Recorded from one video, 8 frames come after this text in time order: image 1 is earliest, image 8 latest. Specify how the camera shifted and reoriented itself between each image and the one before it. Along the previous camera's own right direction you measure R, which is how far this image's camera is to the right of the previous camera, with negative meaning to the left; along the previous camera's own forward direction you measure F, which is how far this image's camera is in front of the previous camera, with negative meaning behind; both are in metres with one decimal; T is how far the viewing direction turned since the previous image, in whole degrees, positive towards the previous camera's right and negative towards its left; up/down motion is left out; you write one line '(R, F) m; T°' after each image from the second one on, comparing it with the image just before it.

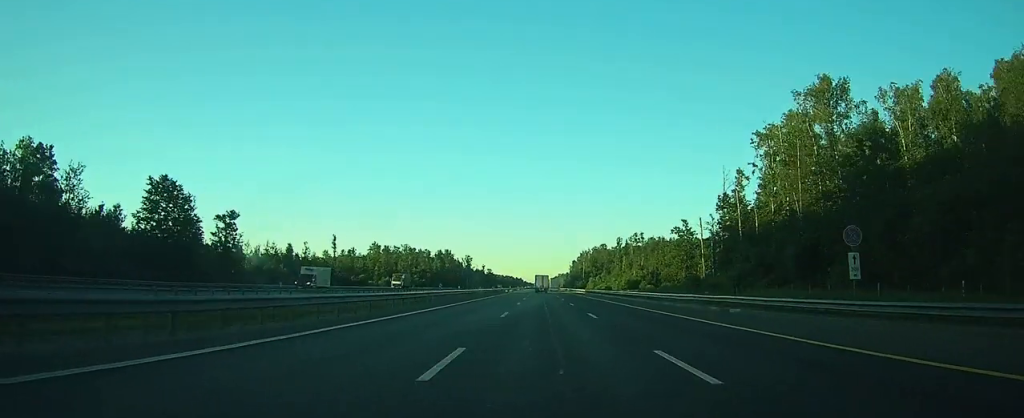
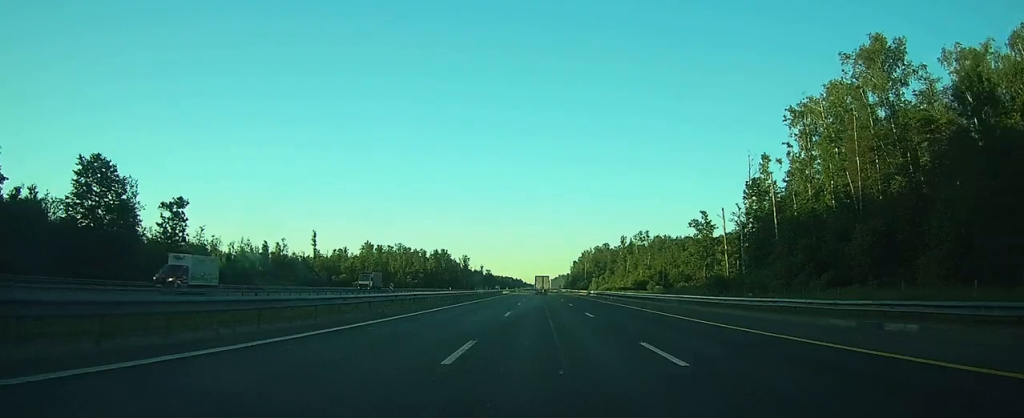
(0.0, +14.2) m; 0°
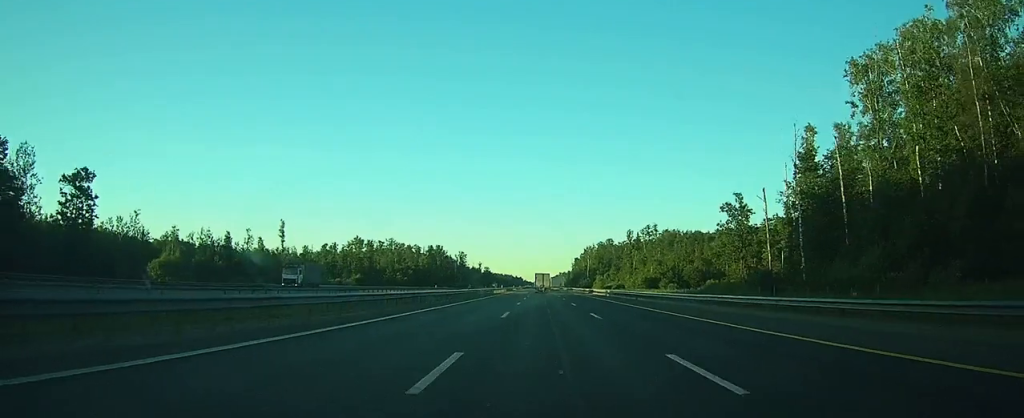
(0.0, +18.5) m; 0°
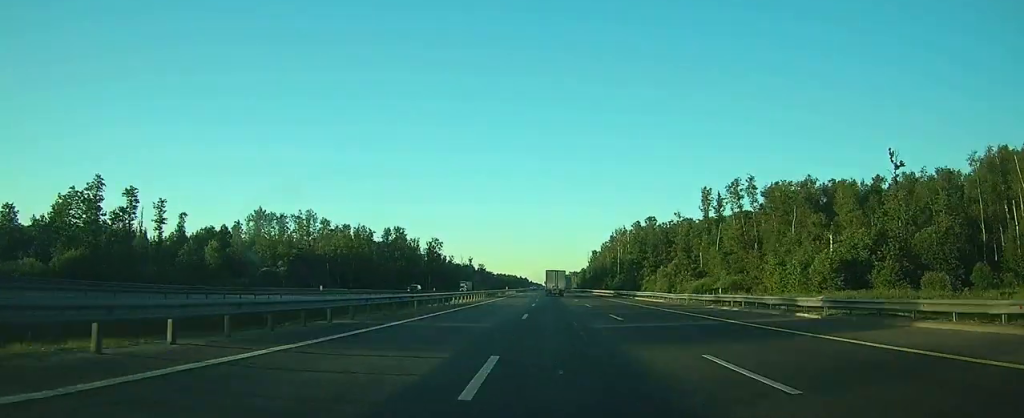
(-0.4, +111.6) m; -1°
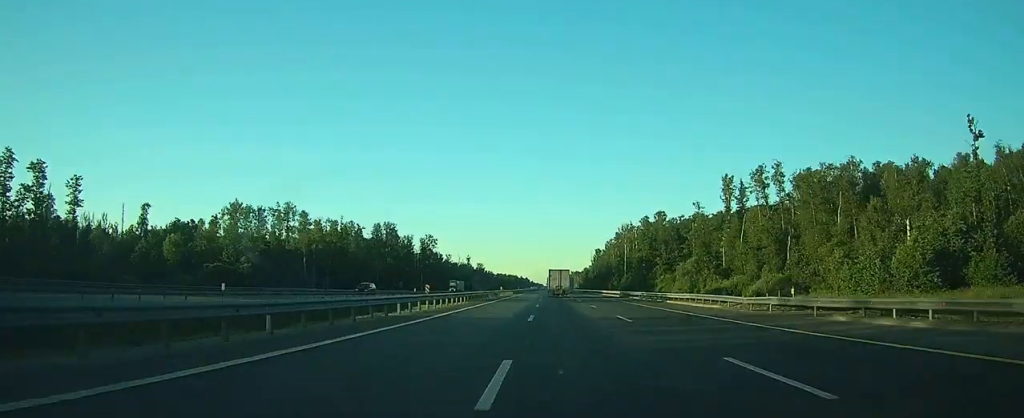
(0.0, +16.5) m; 0°
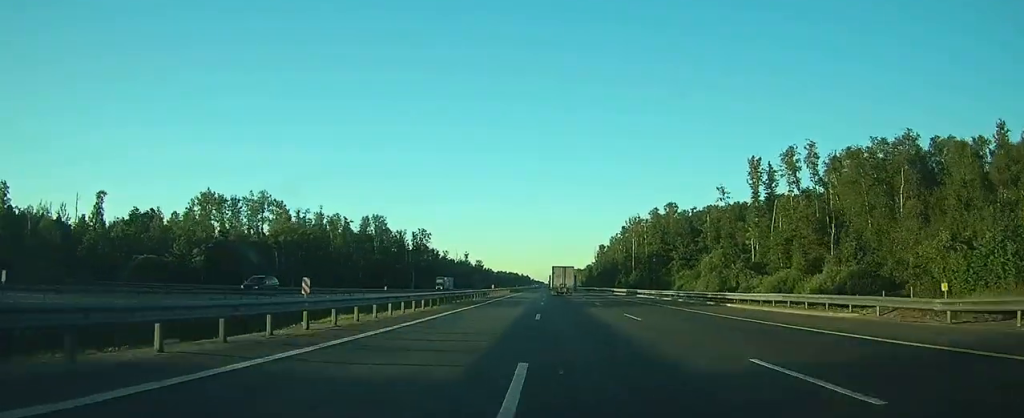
(0.0, +16.5) m; 0°
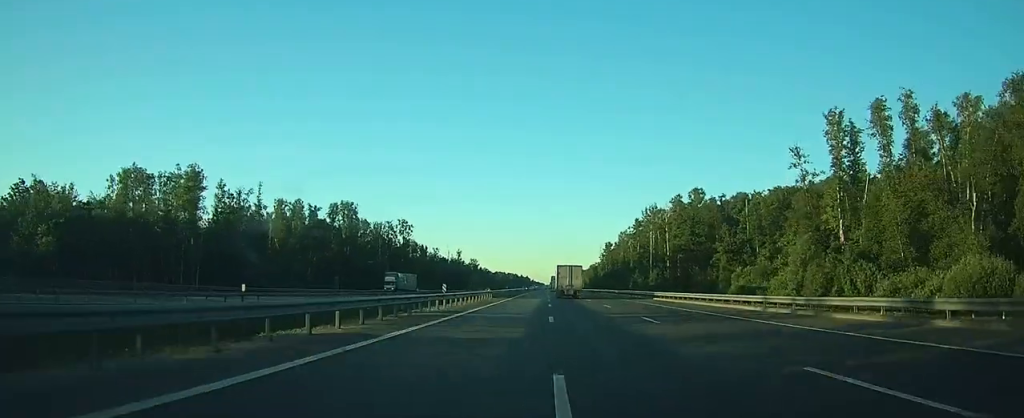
(-0.1, +33.0) m; 0°
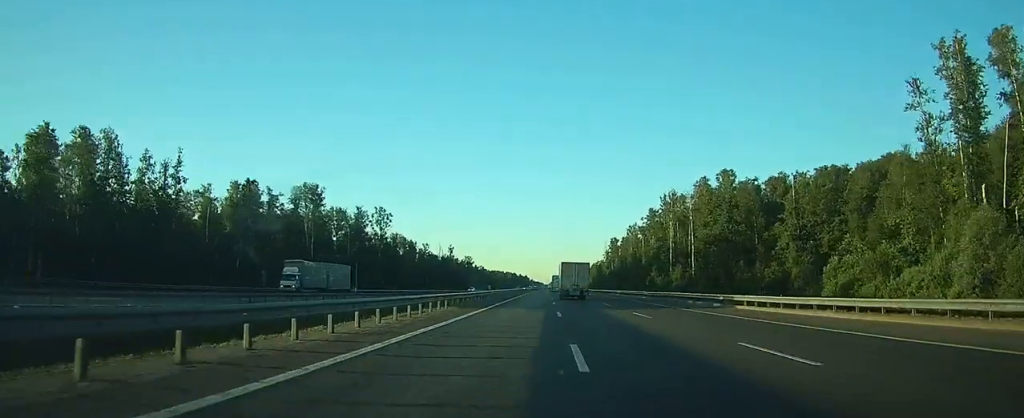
(0.0, +27.5) m; 0°
